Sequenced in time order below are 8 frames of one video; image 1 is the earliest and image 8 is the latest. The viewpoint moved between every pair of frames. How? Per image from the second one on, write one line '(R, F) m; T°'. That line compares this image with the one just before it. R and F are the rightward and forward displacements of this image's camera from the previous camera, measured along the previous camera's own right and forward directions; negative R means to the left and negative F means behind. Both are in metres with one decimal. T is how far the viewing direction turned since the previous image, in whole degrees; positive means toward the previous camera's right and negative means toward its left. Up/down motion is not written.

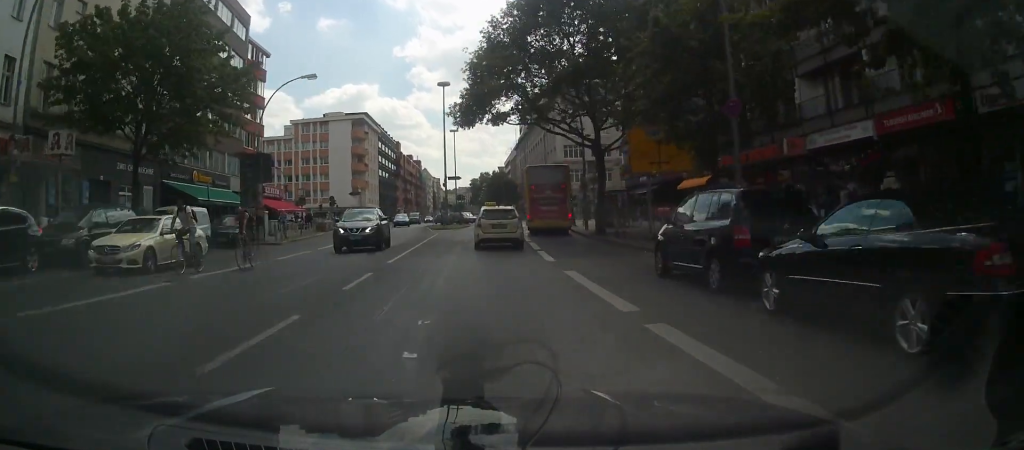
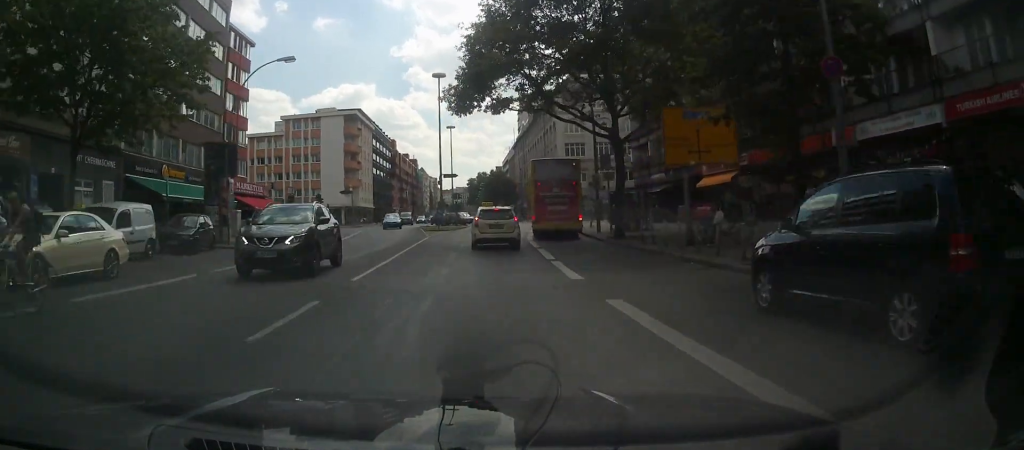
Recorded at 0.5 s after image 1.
(0.0, +4.6) m; 0°
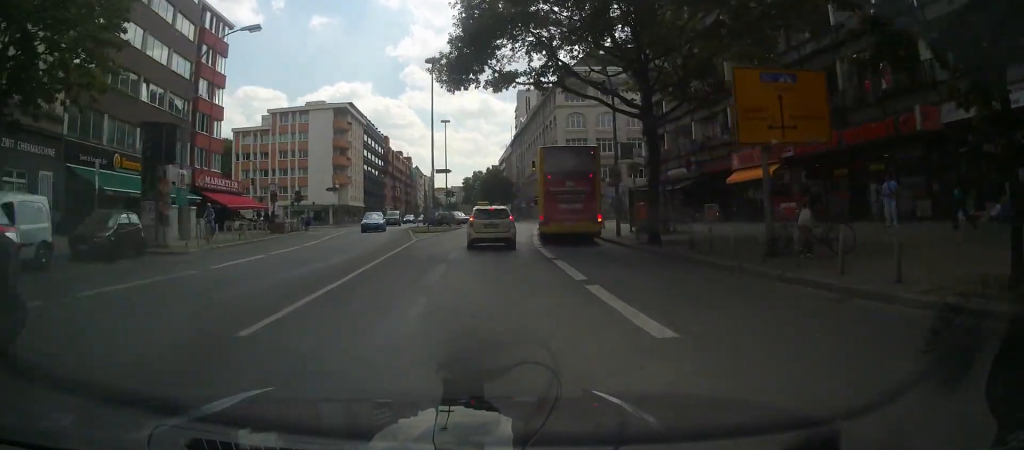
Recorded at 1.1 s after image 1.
(0.0, +6.0) m; 0°
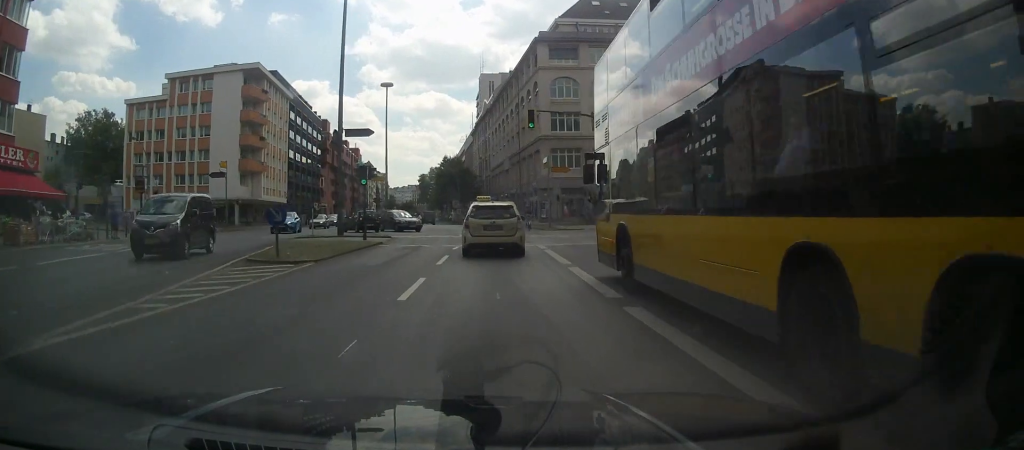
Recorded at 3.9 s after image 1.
(+0.2, +28.2) m; +2°
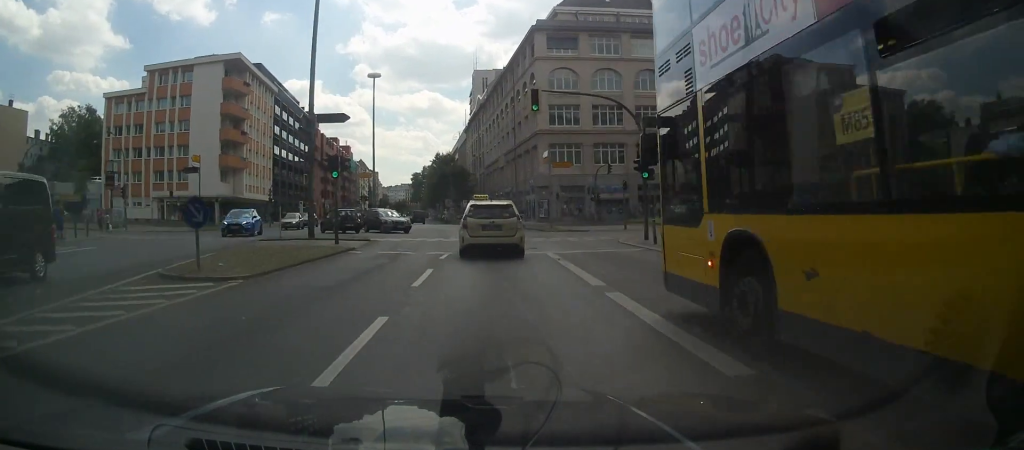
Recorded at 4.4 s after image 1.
(+0.1, +4.9) m; 0°
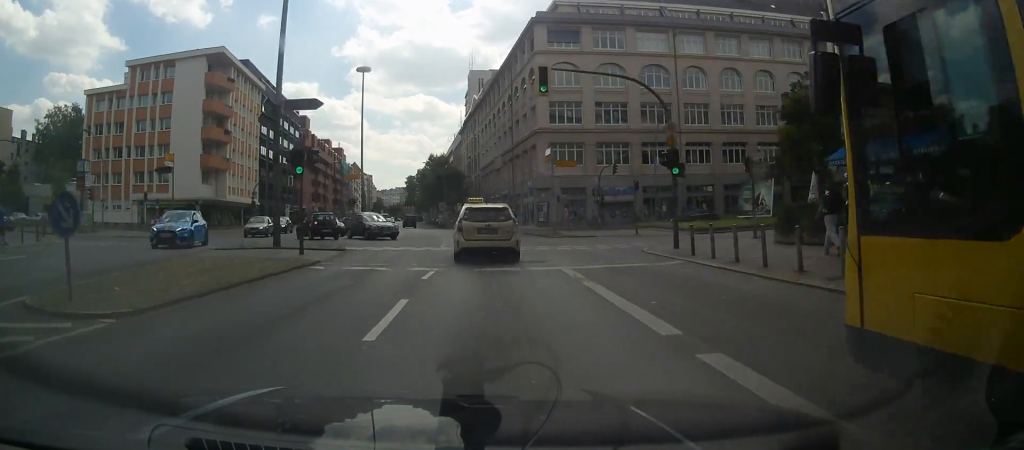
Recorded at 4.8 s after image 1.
(0.0, +4.4) m; 0°
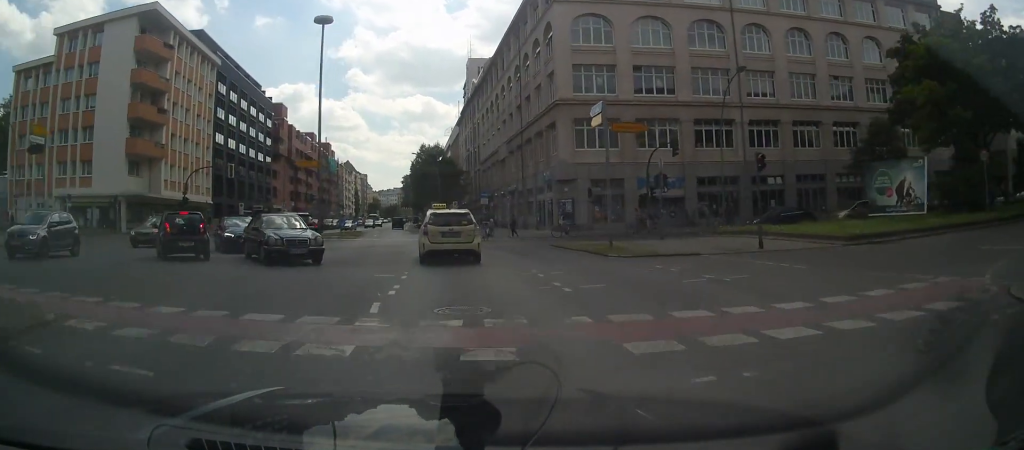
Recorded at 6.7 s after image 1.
(+0.2, +17.3) m; +1°
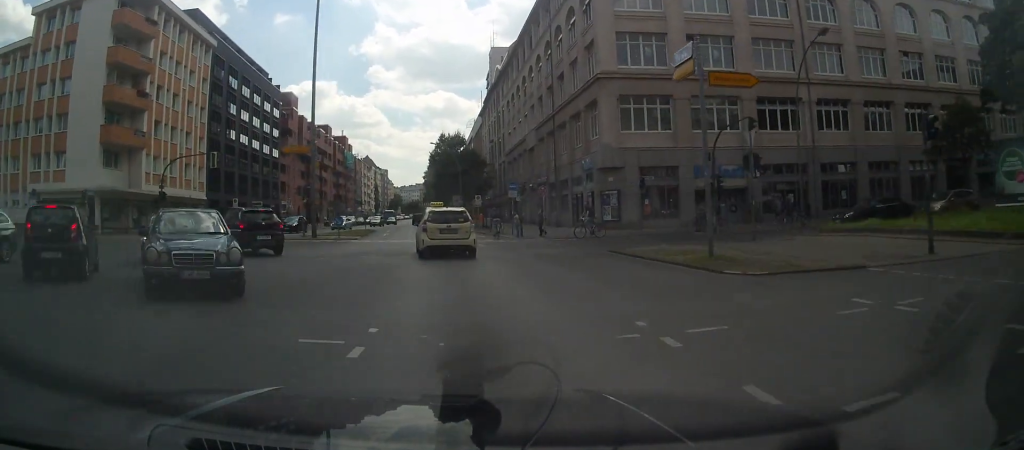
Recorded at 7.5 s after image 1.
(0.0, +7.9) m; -2°
